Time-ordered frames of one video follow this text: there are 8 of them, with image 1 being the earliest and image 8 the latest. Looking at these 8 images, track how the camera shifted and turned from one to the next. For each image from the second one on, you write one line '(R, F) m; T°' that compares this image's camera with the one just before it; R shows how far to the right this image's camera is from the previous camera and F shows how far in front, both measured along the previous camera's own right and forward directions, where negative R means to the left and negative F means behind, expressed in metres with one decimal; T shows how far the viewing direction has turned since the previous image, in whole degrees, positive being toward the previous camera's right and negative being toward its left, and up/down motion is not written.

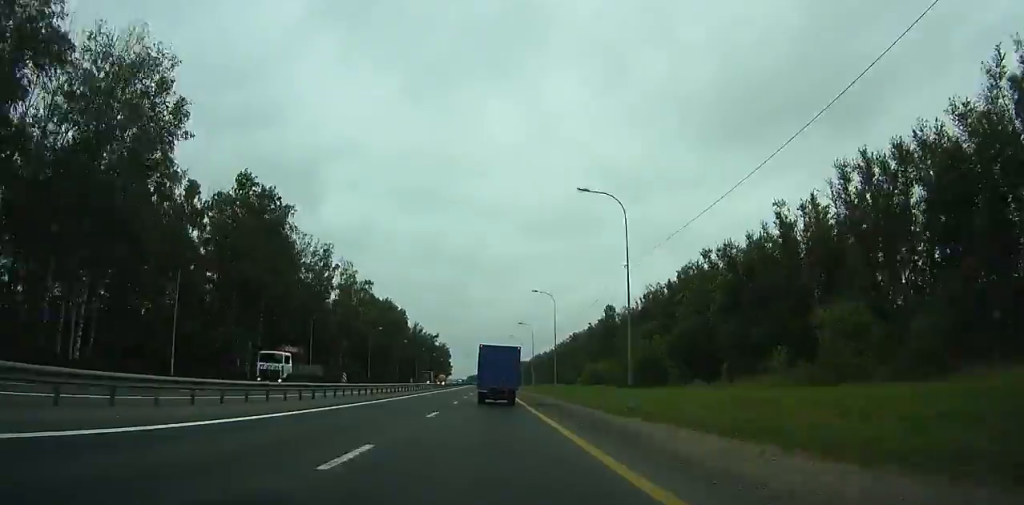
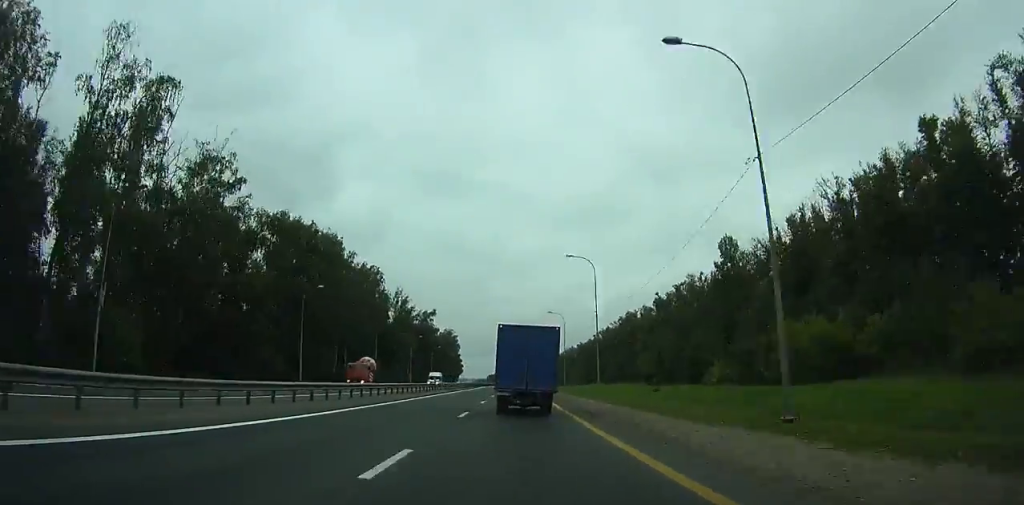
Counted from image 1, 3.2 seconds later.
(-0.1, +83.1) m; -1°
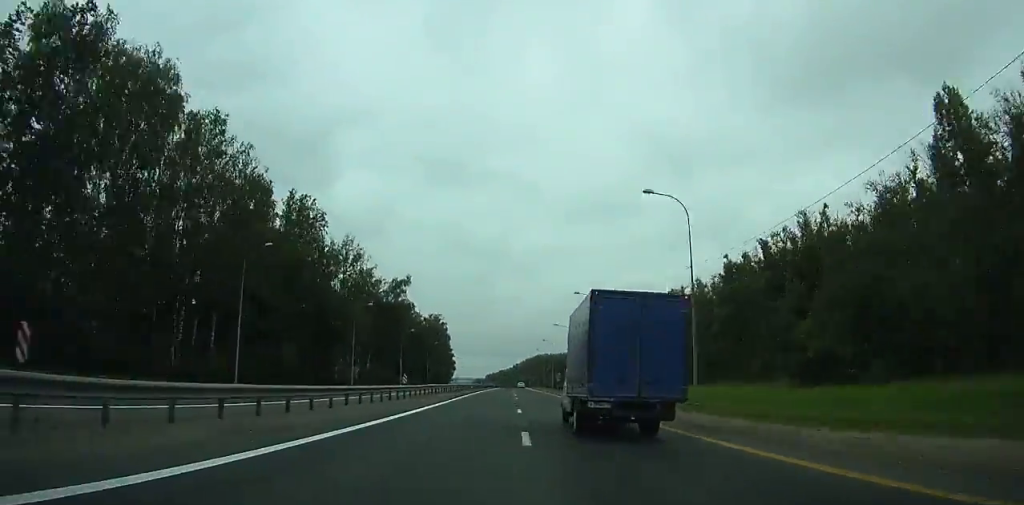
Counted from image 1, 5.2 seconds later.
(-0.7, +52.0) m; 0°
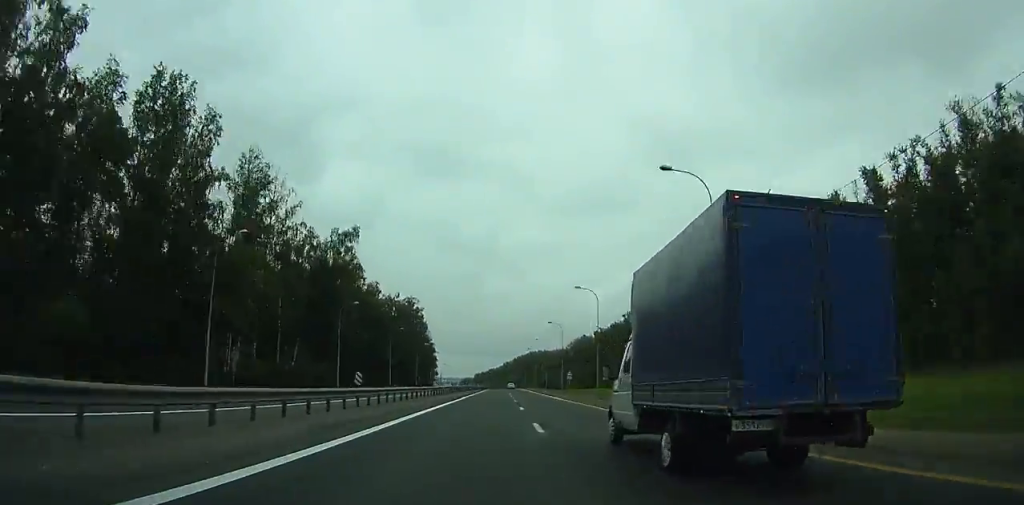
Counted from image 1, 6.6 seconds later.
(-0.1, +37.1) m; 0°
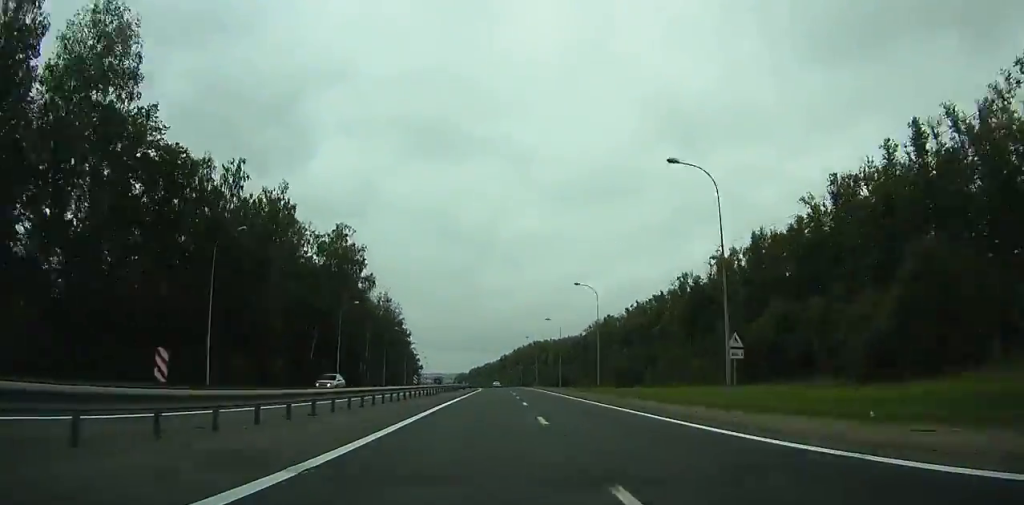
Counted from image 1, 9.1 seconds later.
(+0.1, +67.9) m; +1°
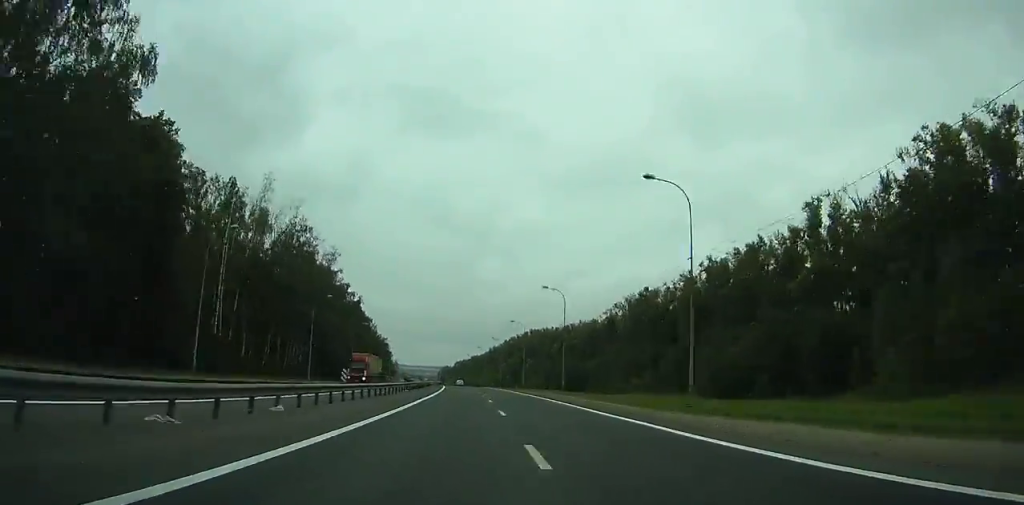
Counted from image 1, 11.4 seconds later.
(+0.8, +66.4) m; 0°
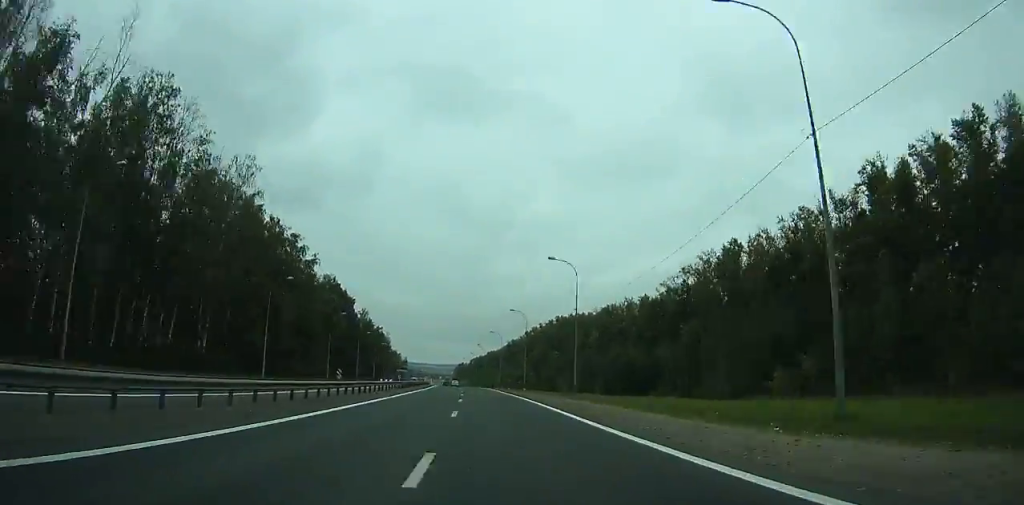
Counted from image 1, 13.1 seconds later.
(-0.3, +49.3) m; -1°
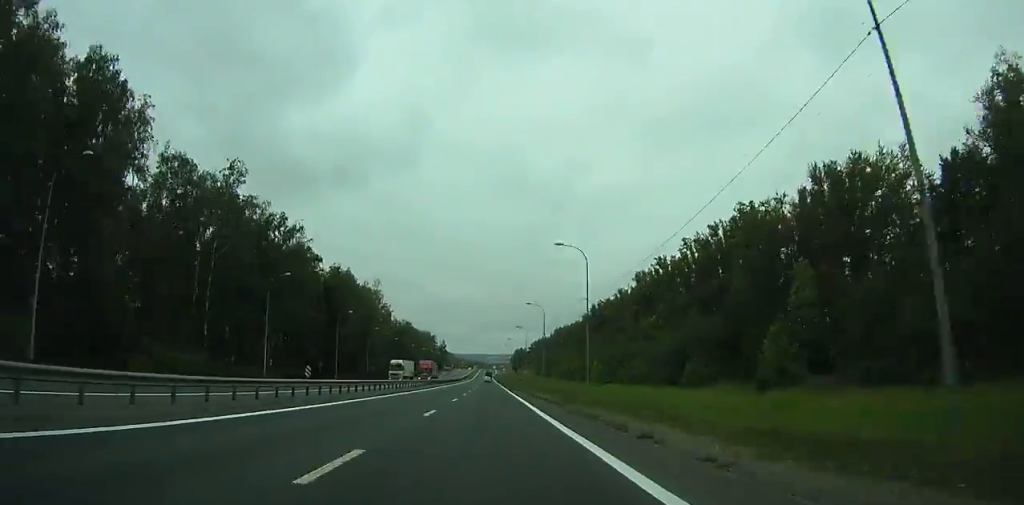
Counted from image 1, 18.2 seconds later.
(-6.1, +150.6) m; -5°
